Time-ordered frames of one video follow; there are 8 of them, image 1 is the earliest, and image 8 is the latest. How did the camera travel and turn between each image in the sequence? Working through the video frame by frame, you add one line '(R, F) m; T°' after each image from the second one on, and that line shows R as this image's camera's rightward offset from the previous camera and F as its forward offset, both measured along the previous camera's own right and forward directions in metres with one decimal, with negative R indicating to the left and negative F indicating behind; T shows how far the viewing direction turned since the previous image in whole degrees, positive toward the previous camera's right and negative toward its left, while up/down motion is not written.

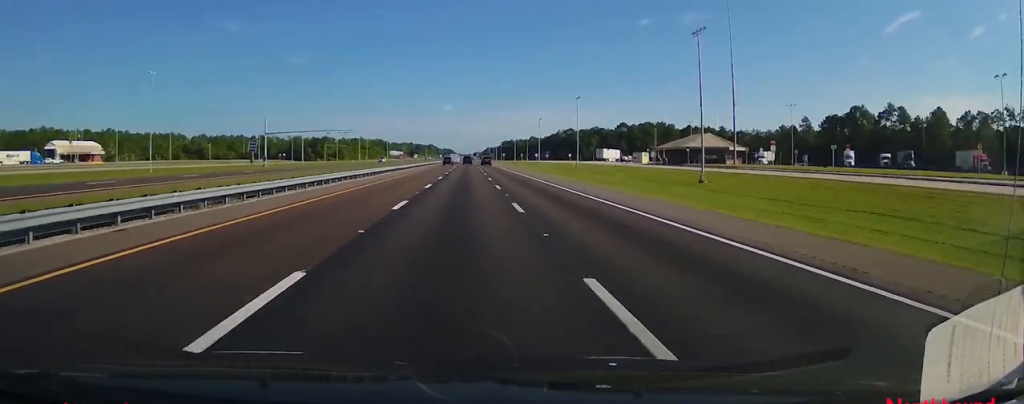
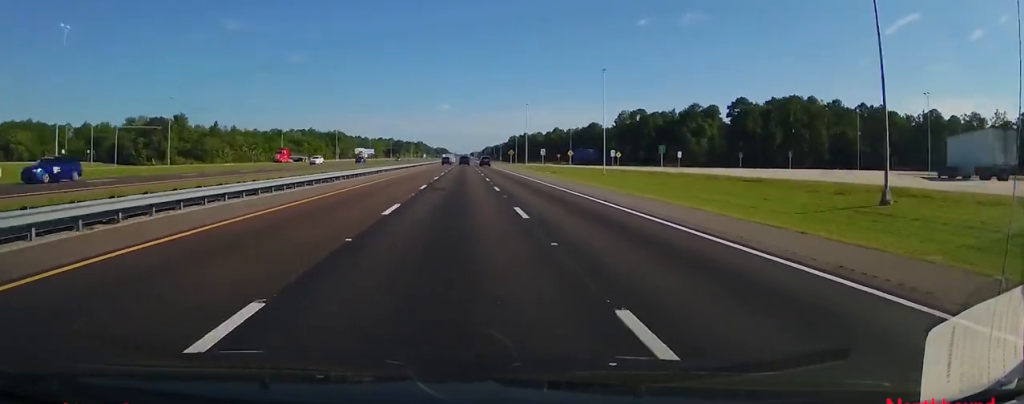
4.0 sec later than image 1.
(+0.5, +145.2) m; 0°
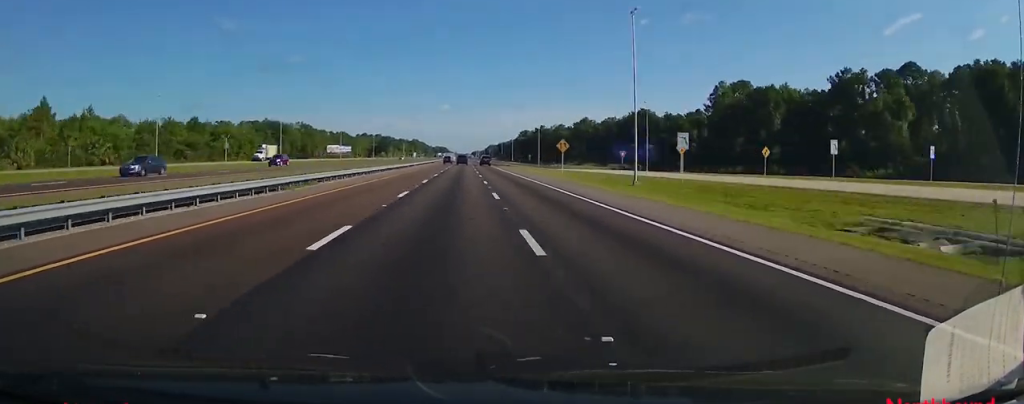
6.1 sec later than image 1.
(-0.1, +77.0) m; 0°
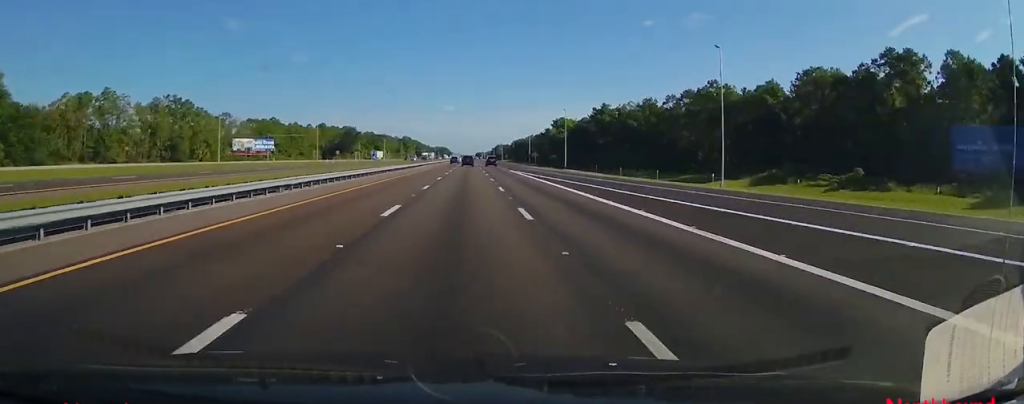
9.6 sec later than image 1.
(-0.2, +124.5) m; 0°
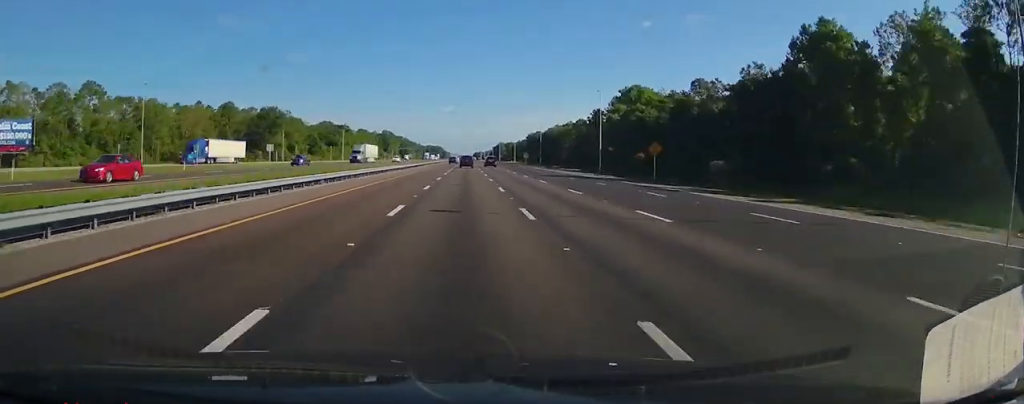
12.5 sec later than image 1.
(-0.1, +104.0) m; 0°
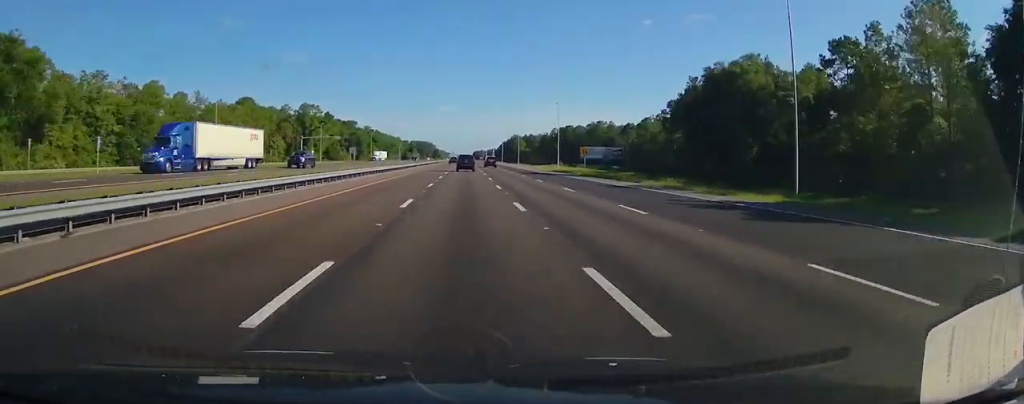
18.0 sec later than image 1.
(+0.1, +186.7) m; 0°
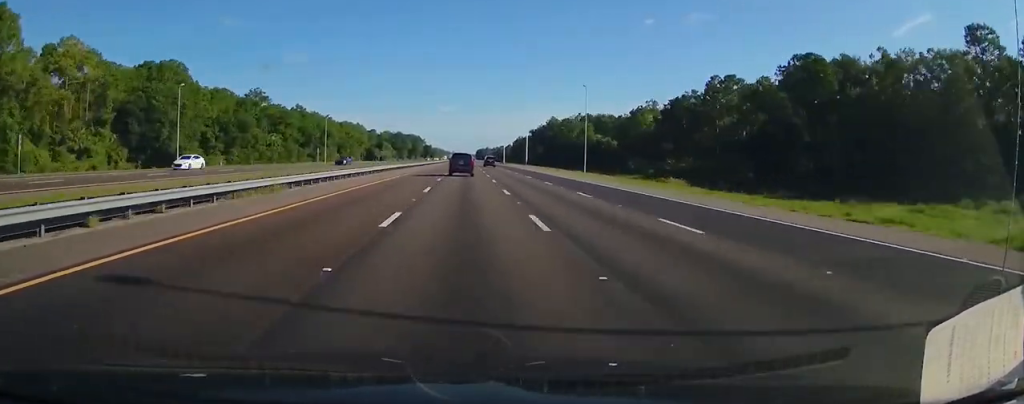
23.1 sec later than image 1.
(+0.2, +159.9) m; 0°
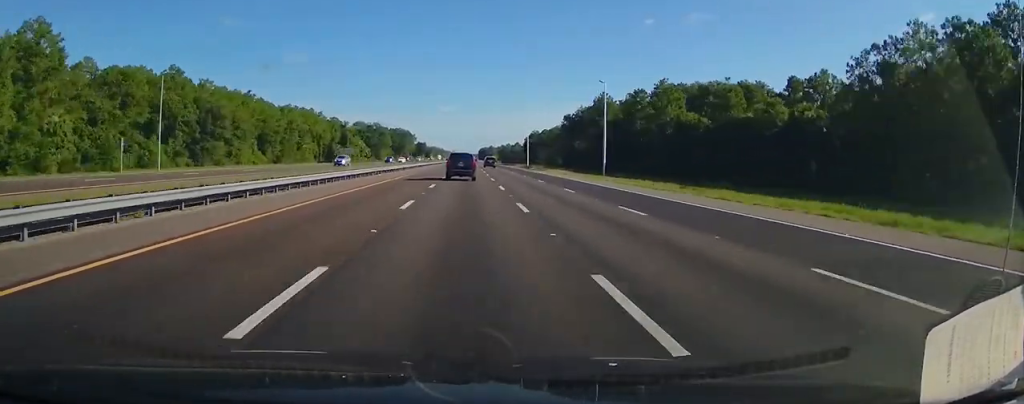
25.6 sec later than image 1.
(-0.1, +71.1) m; 0°
